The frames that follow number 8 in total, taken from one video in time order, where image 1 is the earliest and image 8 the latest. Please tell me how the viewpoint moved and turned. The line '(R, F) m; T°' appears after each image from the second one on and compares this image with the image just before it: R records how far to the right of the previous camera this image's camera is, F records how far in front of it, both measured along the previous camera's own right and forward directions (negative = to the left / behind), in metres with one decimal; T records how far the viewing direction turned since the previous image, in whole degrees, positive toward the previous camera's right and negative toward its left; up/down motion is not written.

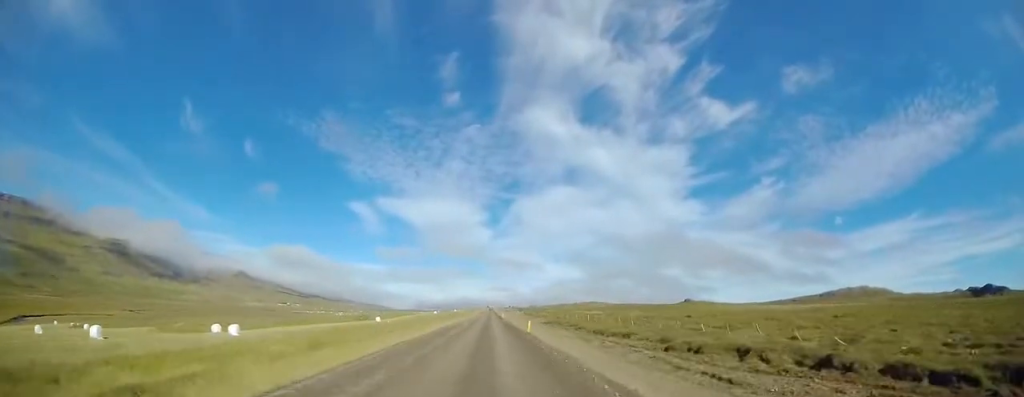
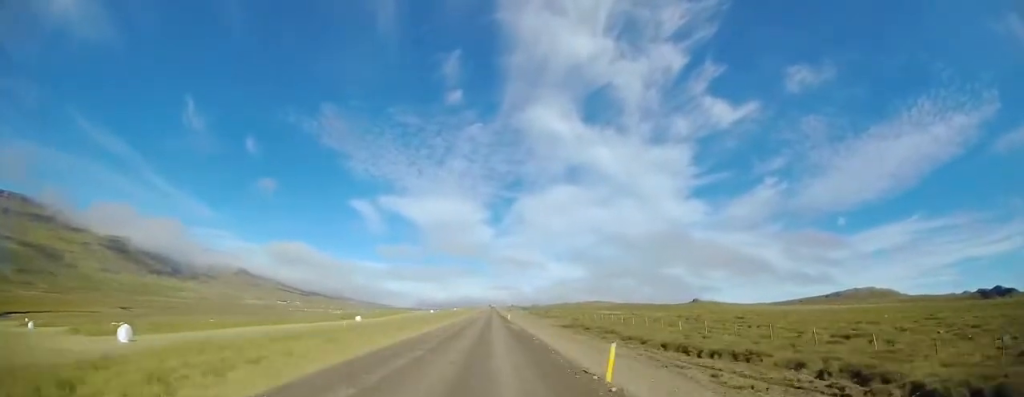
(+0.3, +18.4) m; +1°
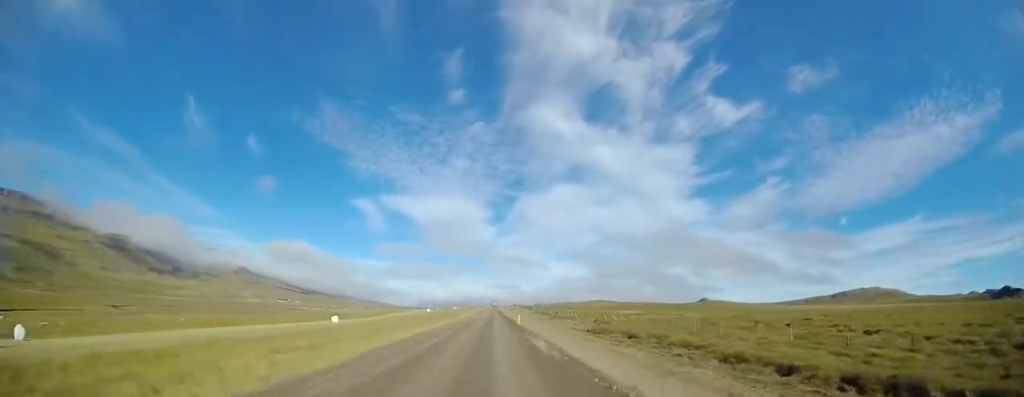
(+0.1, +15.7) m; -1°
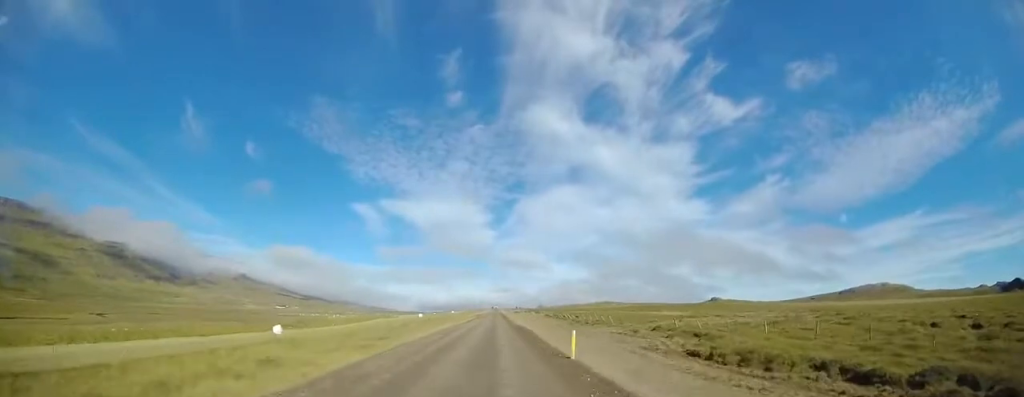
(-1.0, +23.7) m; -2°
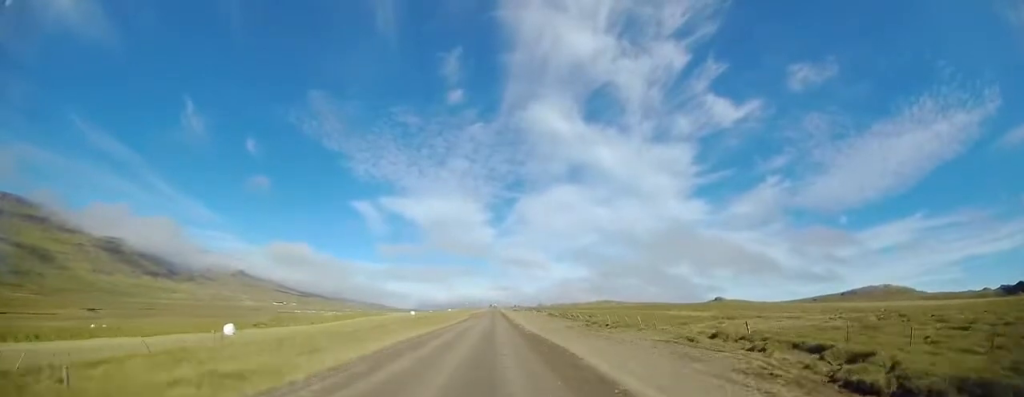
(0.0, +11.9) m; 0°
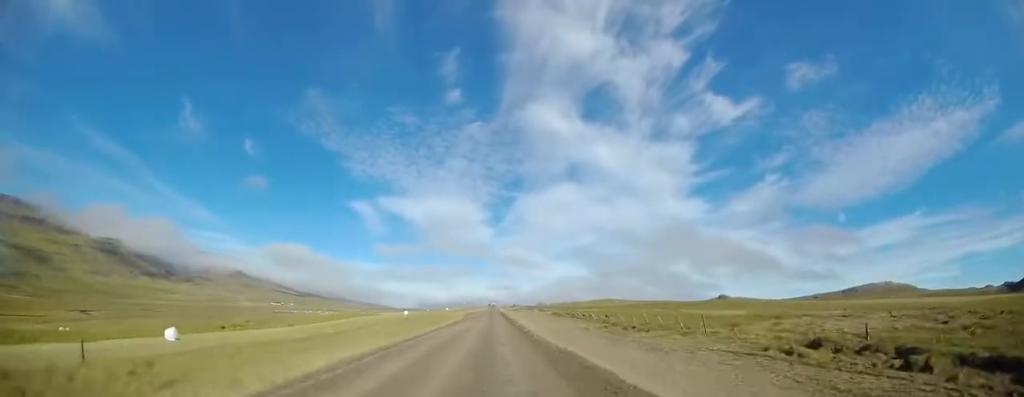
(+0.1, +10.6) m; 0°
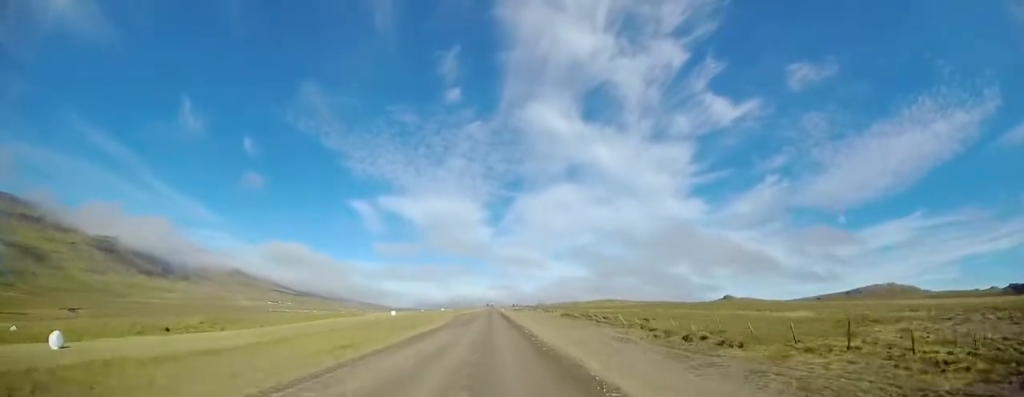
(+0.1, +15.2) m; 0°
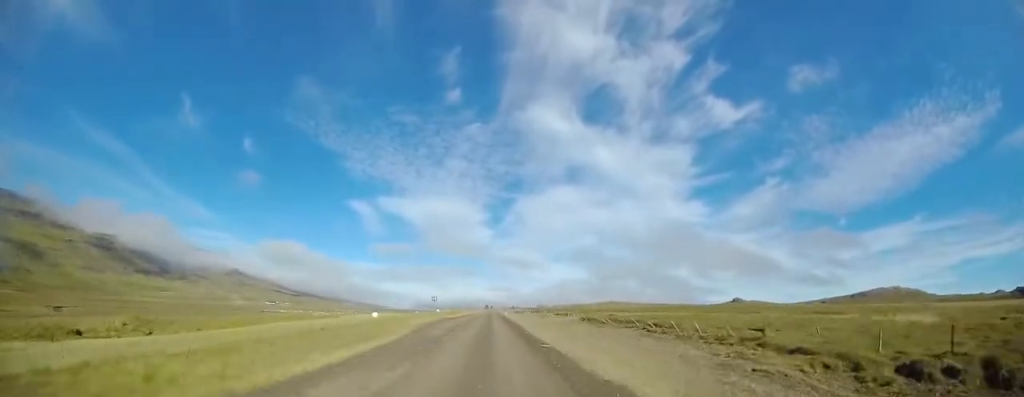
(0.0, +19.0) m; 0°
